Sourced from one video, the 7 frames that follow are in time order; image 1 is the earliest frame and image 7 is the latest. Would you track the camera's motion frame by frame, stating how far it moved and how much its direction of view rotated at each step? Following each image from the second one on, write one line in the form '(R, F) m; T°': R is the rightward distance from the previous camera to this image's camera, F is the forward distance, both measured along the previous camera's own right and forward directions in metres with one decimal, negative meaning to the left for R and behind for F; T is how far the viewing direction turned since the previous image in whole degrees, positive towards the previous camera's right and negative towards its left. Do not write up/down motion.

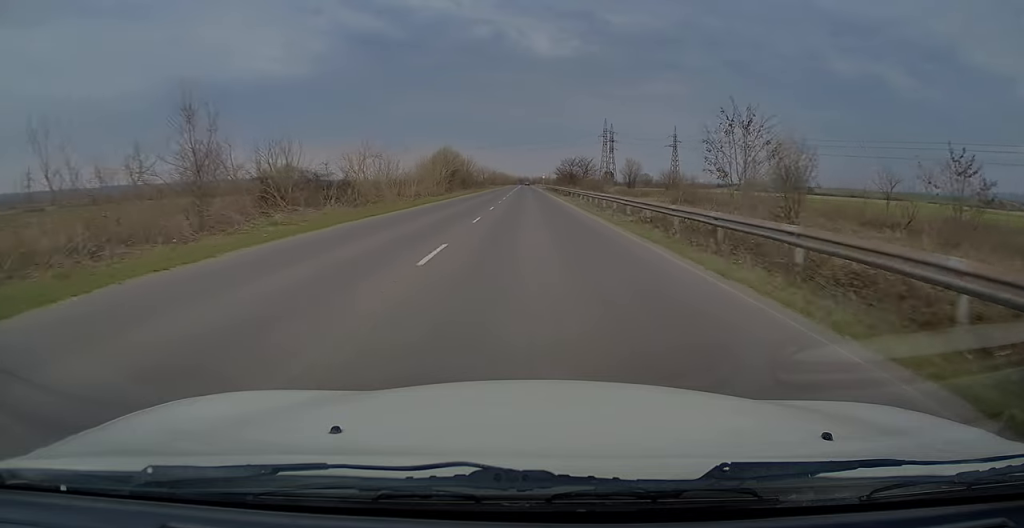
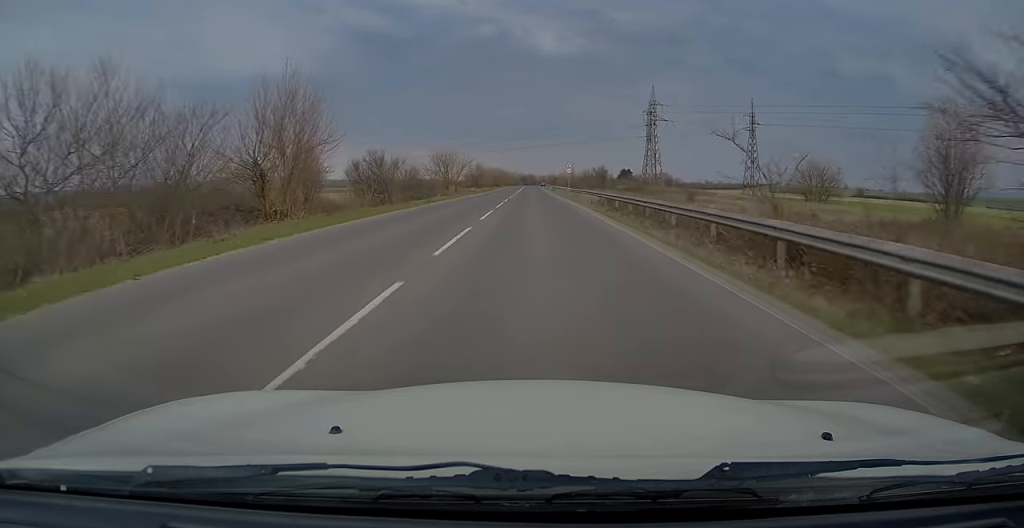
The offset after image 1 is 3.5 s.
(+0.5, +79.2) m; 0°
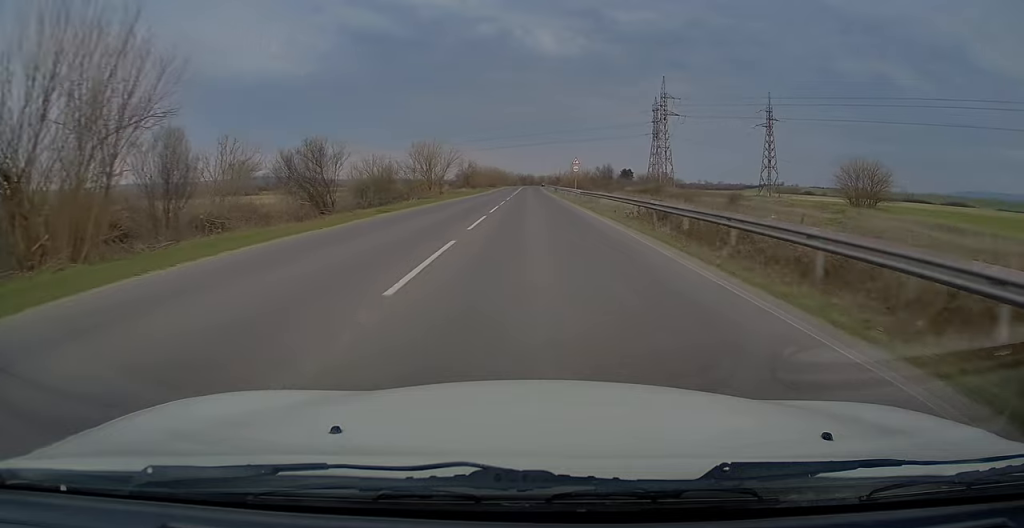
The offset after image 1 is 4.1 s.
(-0.1, +12.8) m; 0°
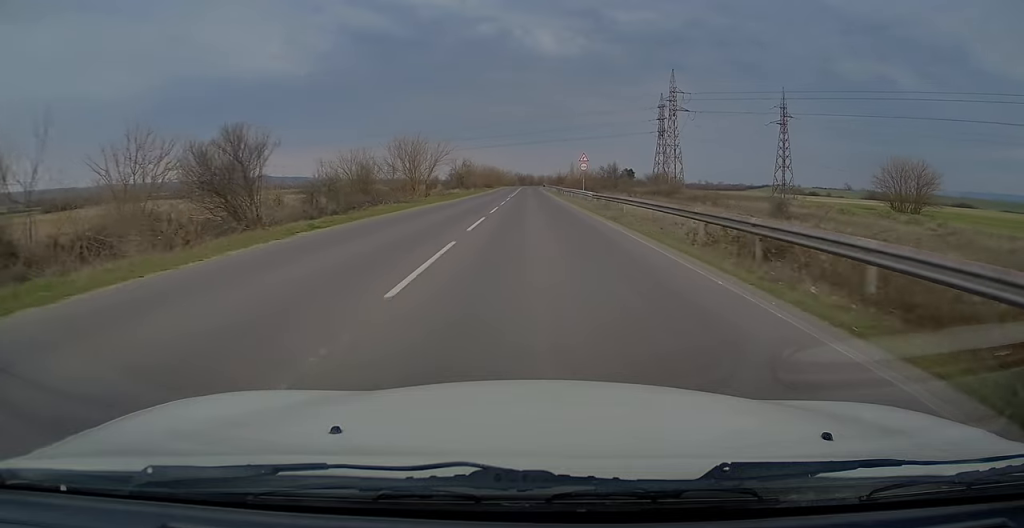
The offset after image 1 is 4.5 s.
(0.0, +9.1) m; 0°
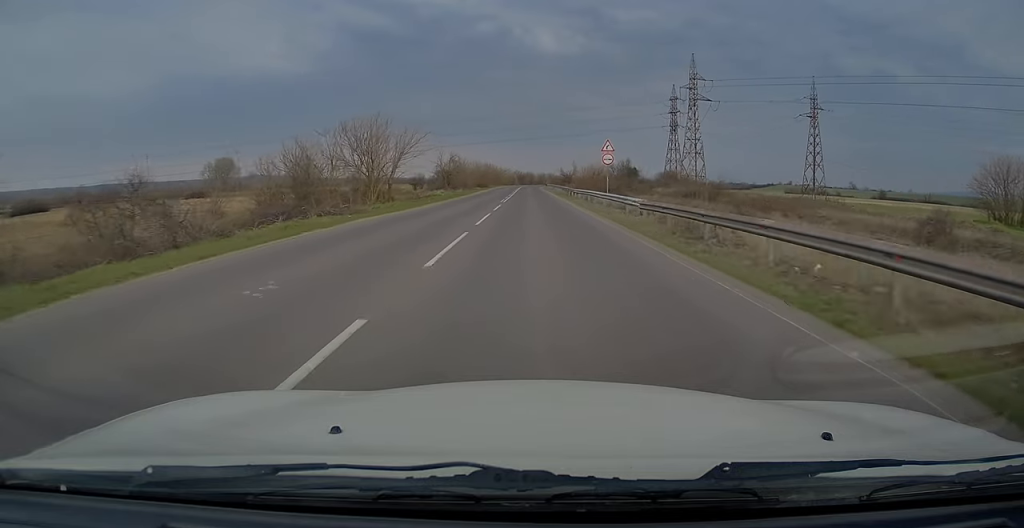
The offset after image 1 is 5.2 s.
(0.0, +15.9) m; 0°
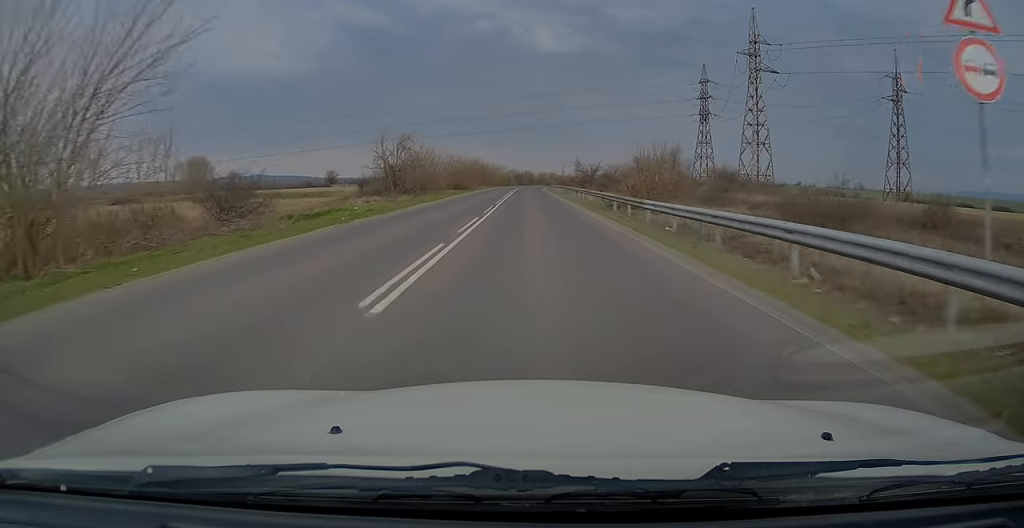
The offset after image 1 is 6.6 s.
(0.0, +31.6) m; 0°
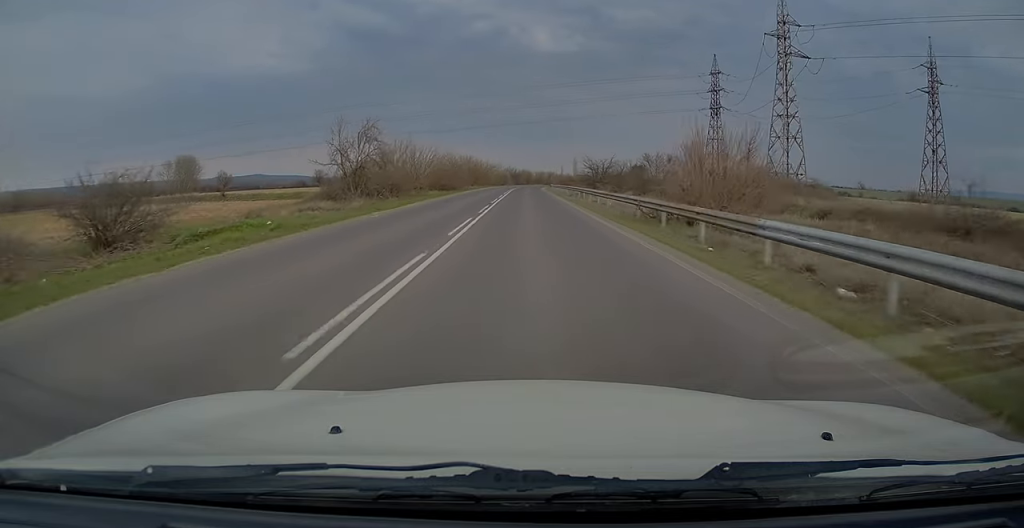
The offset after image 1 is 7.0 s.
(0.0, +10.5) m; 0°
